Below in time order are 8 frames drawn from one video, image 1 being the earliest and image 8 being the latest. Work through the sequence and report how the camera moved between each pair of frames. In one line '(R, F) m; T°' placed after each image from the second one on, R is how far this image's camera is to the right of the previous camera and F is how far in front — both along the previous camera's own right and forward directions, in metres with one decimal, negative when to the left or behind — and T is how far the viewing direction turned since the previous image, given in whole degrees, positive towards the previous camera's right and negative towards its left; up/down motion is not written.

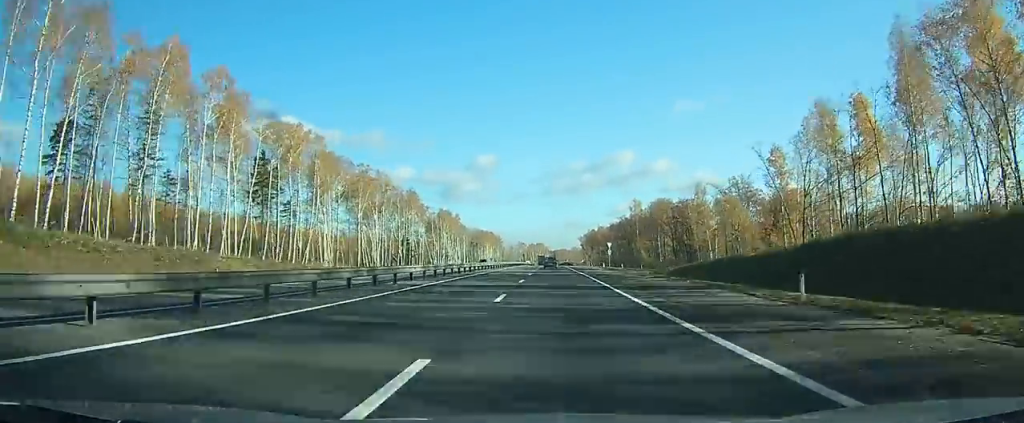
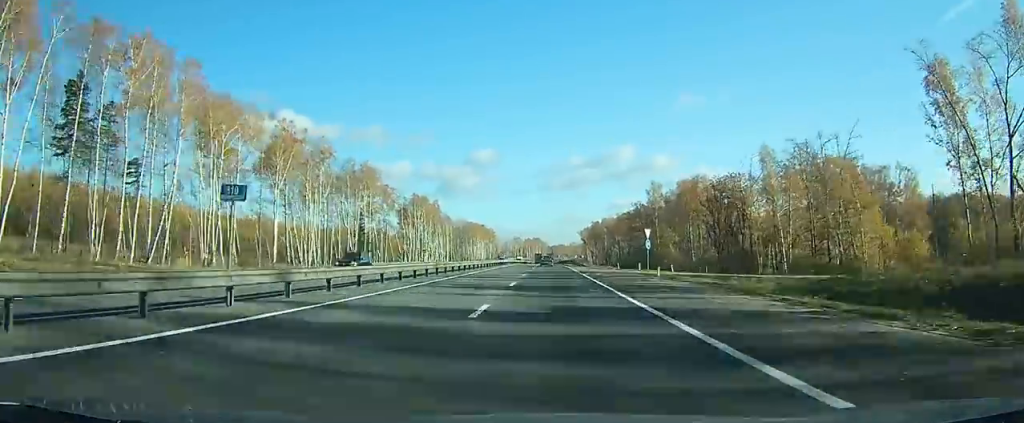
(-0.1, +44.7) m; 0°
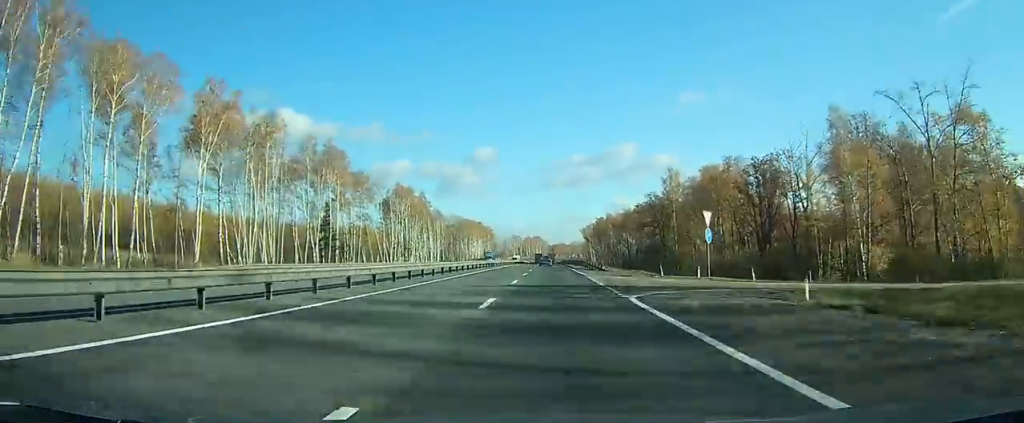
(0.0, +24.2) m; 0°
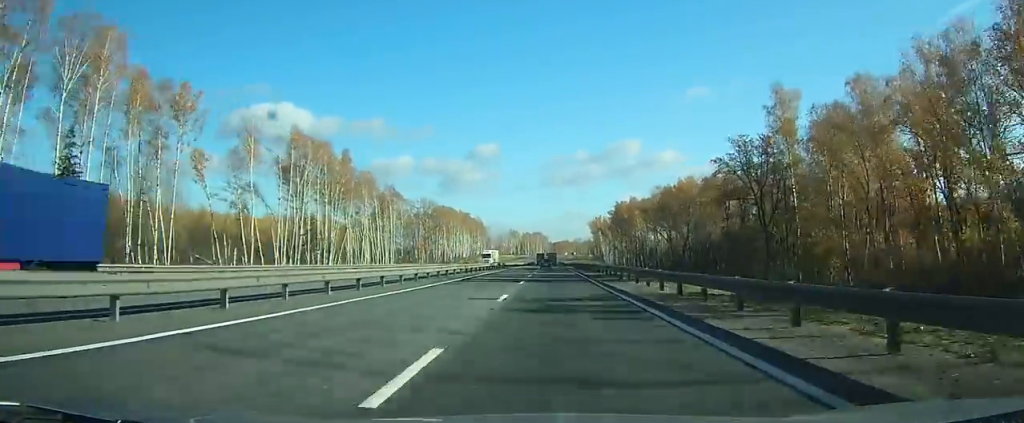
(0.0, +72.8) m; 0°
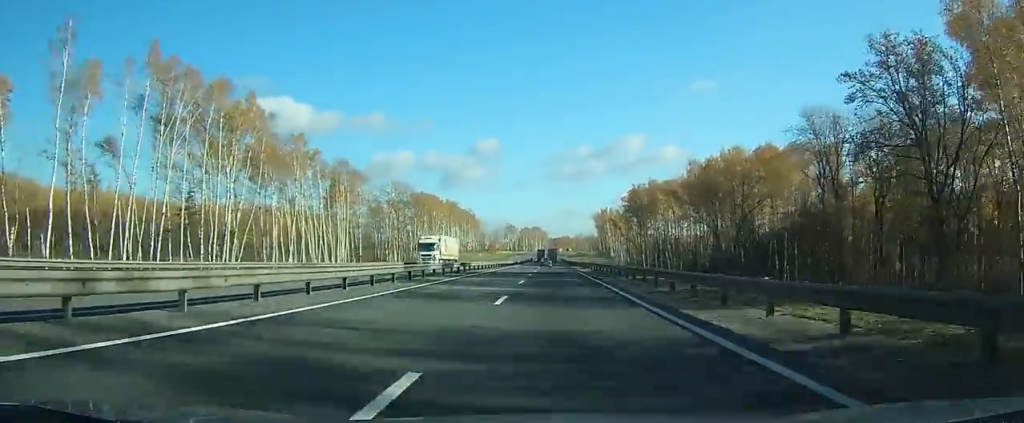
(0.0, +37.8) m; 0°
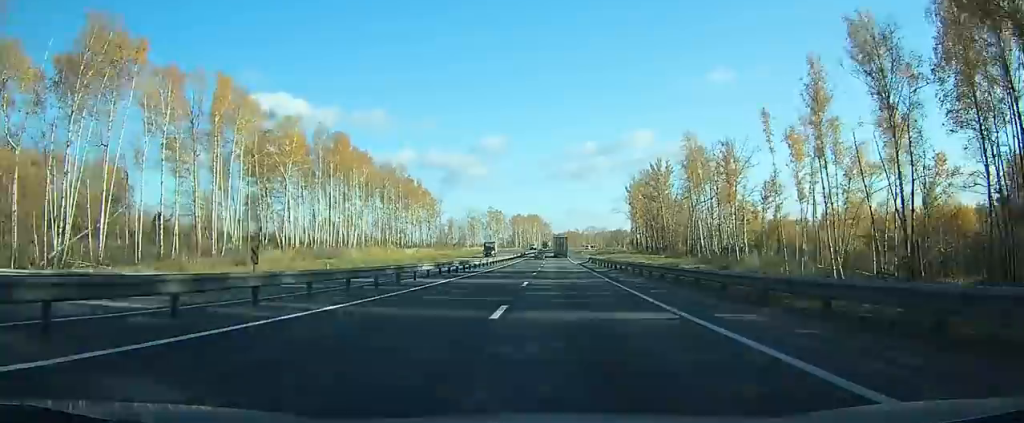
(-0.4, +144.6) m; -1°
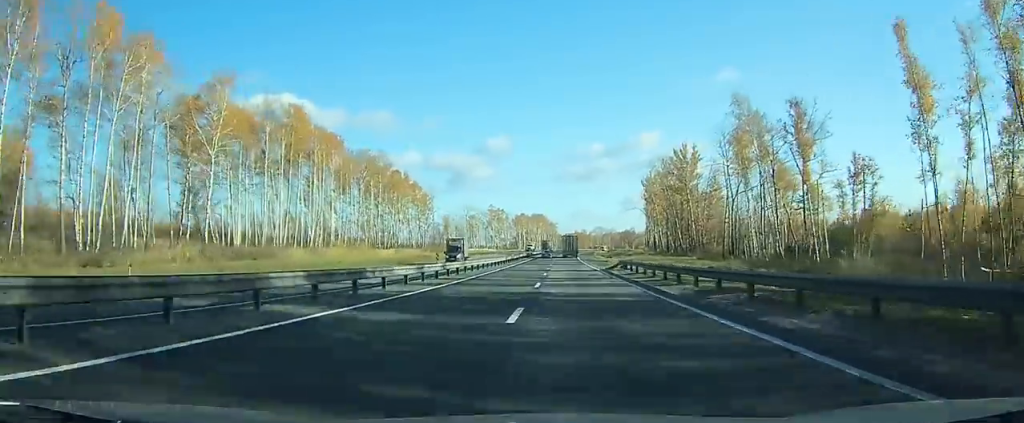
(0.0, +25.6) m; 0°
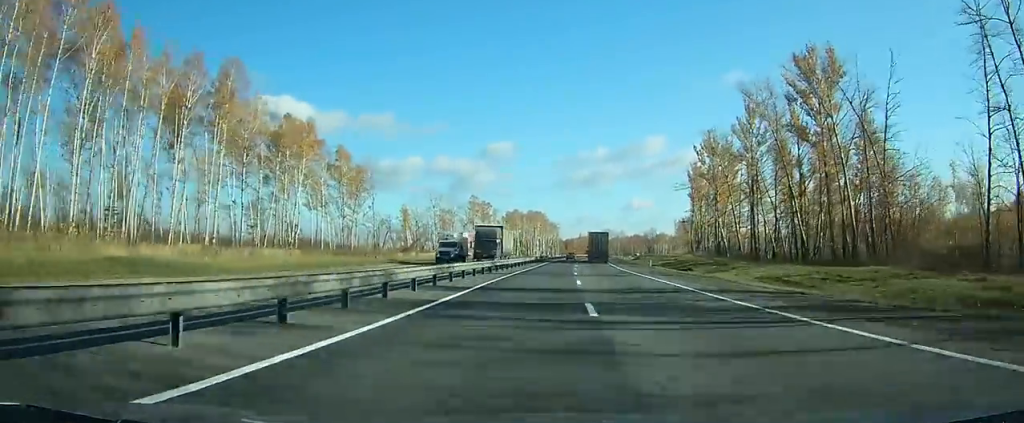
(0.0, +71.9) m; +1°
